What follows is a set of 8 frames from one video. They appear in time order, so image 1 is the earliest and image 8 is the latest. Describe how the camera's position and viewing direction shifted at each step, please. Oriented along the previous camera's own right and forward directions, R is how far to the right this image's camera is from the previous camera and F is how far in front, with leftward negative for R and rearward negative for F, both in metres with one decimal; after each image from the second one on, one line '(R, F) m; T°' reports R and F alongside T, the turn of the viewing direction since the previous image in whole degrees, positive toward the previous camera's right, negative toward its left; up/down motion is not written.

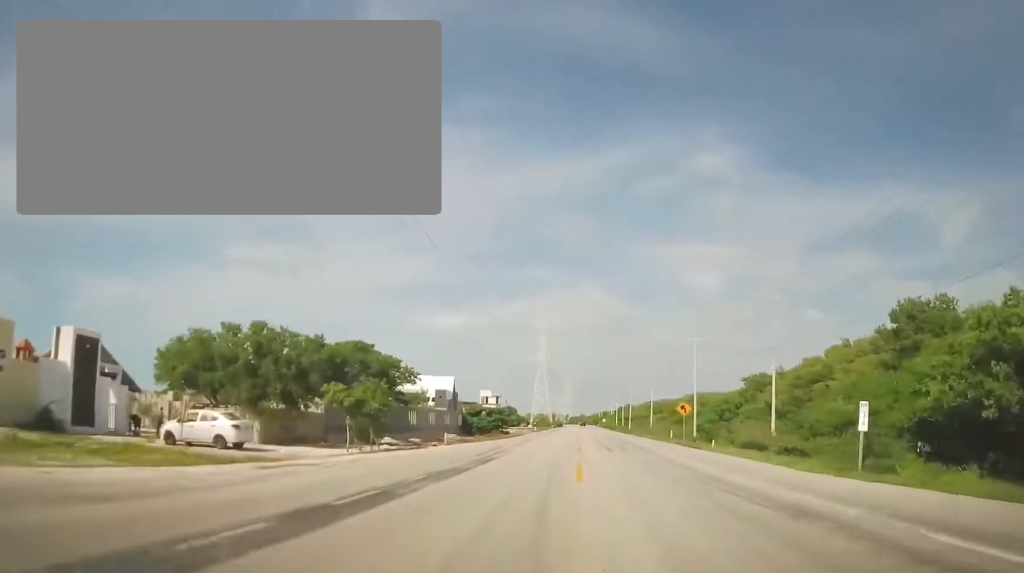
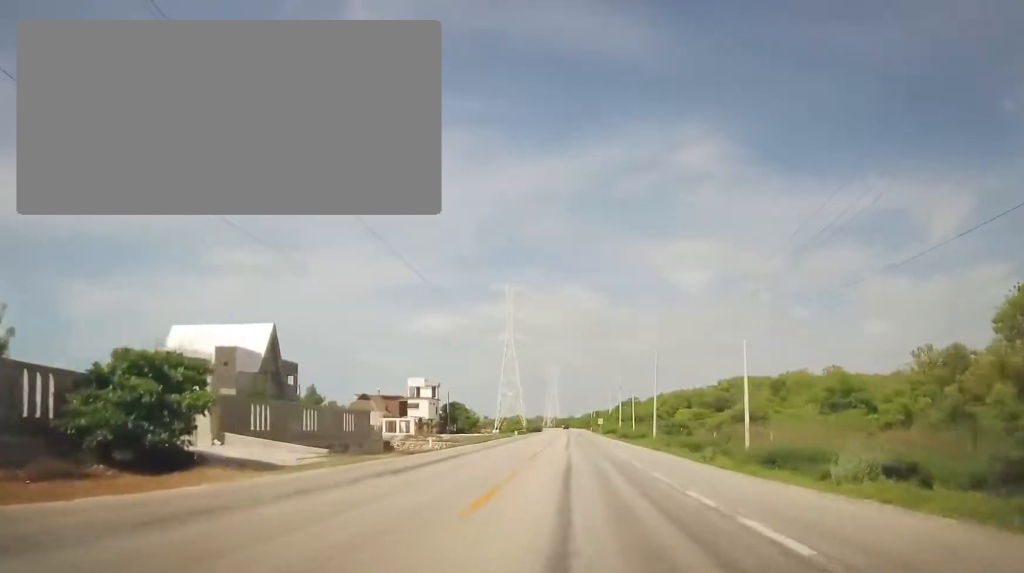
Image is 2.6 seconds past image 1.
(+1.7, +62.3) m; +2°
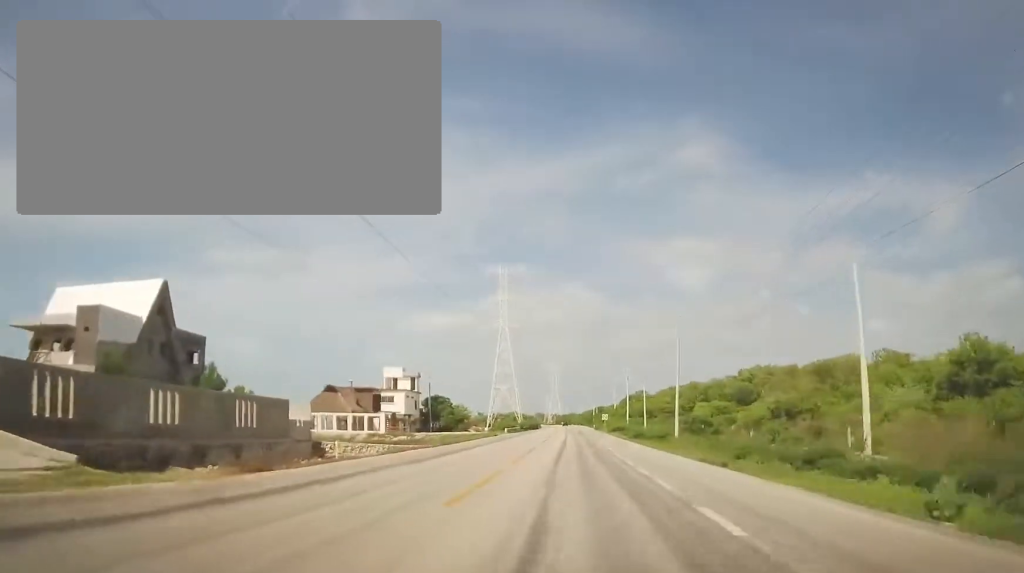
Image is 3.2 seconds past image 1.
(-0.2, +15.5) m; 0°
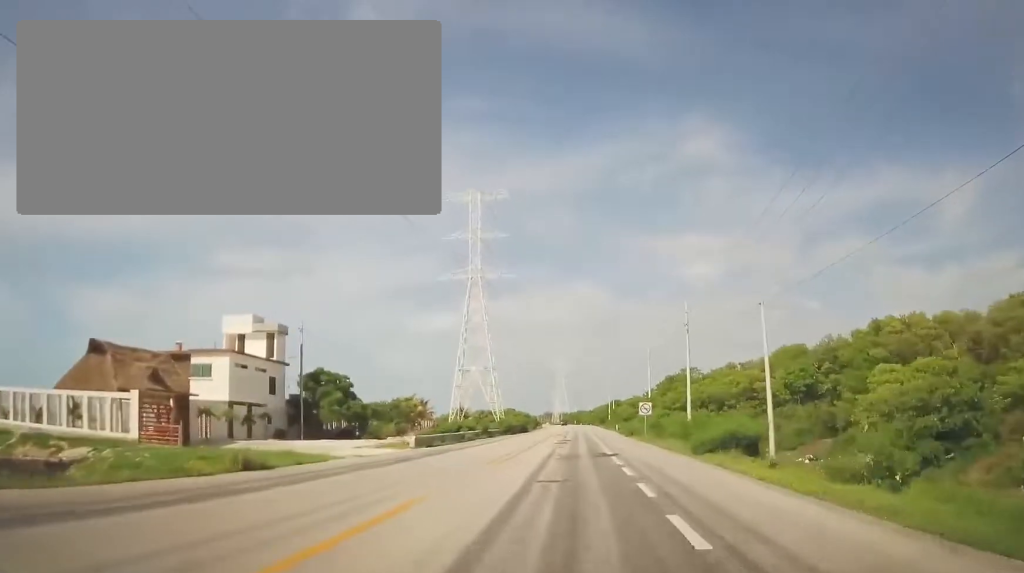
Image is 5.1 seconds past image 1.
(-0.3, +50.5) m; -2°
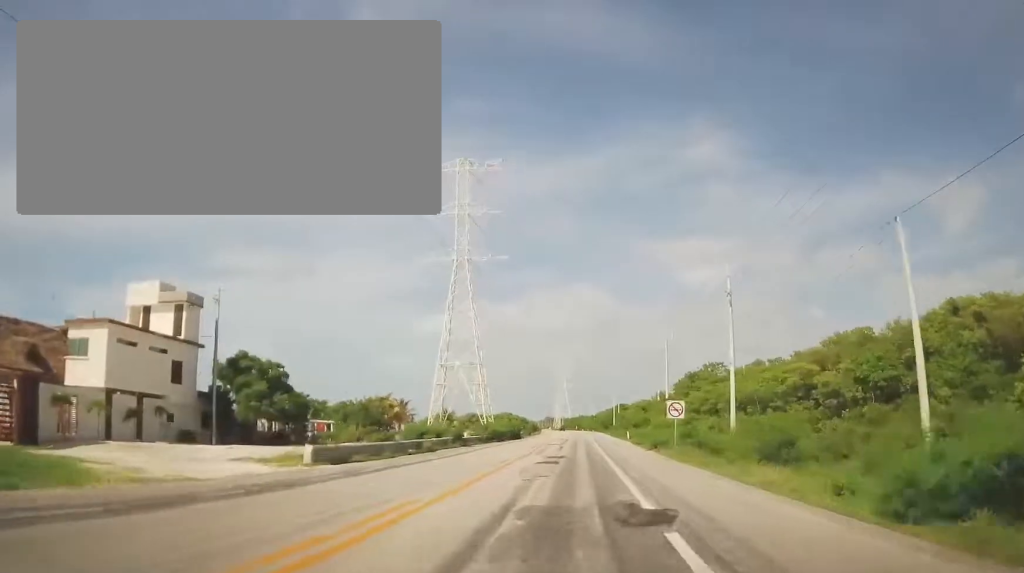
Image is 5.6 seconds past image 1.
(-0.1, +13.7) m; 0°
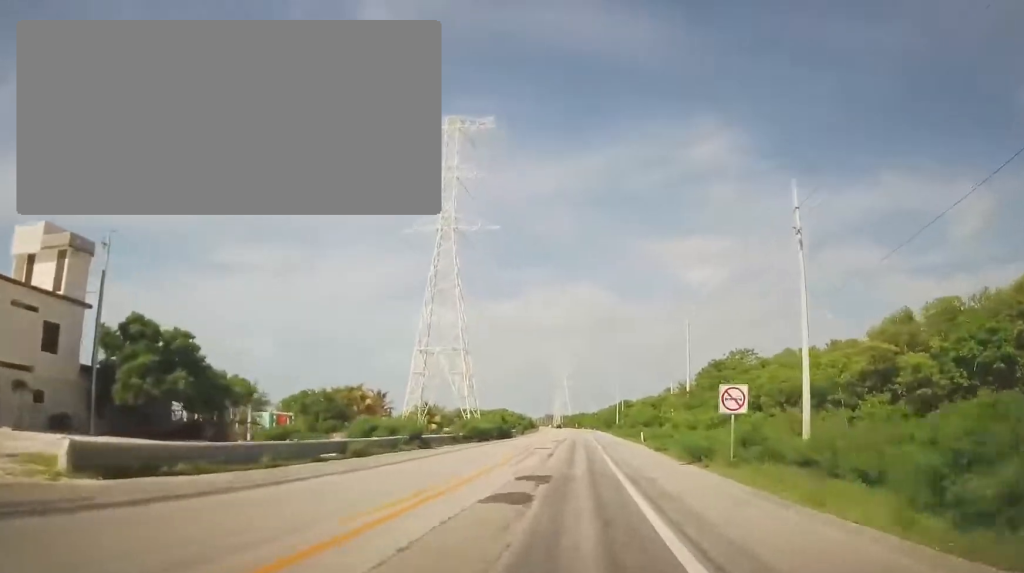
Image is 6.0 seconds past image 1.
(0.0, +11.5) m; 0°
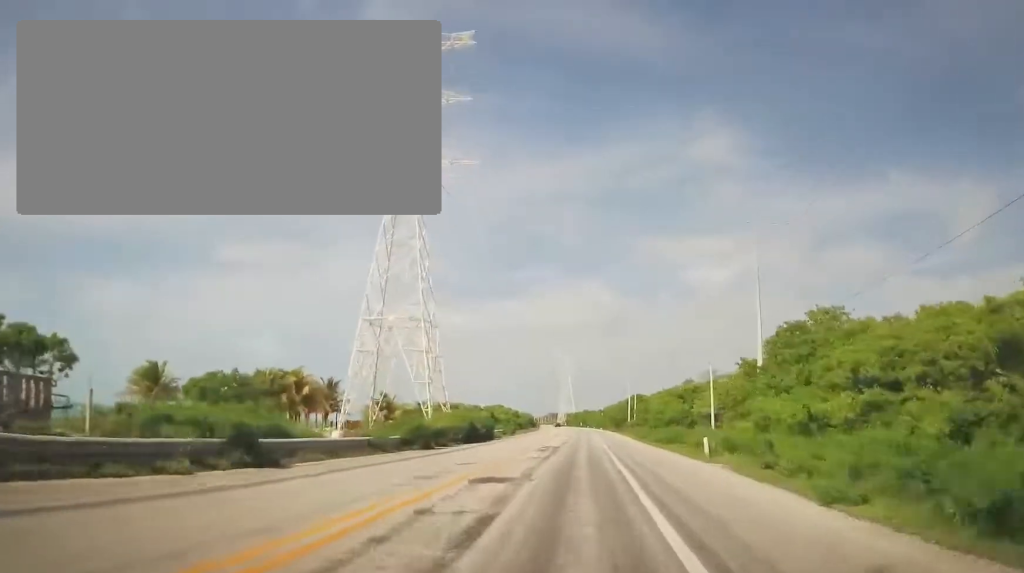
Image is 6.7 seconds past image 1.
(0.0, +18.7) m; 0°
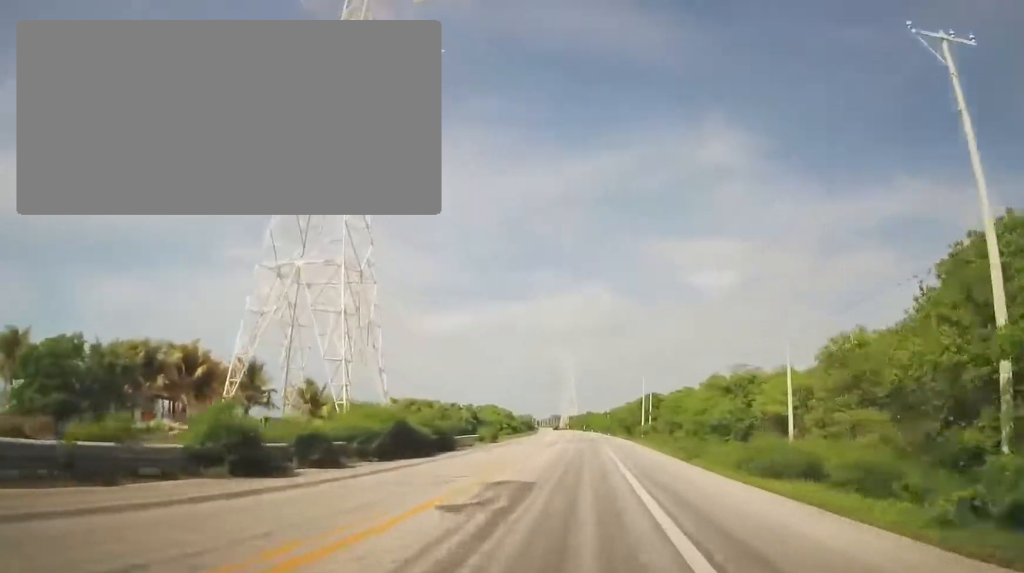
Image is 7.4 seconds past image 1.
(0.0, +17.9) m; 0°
